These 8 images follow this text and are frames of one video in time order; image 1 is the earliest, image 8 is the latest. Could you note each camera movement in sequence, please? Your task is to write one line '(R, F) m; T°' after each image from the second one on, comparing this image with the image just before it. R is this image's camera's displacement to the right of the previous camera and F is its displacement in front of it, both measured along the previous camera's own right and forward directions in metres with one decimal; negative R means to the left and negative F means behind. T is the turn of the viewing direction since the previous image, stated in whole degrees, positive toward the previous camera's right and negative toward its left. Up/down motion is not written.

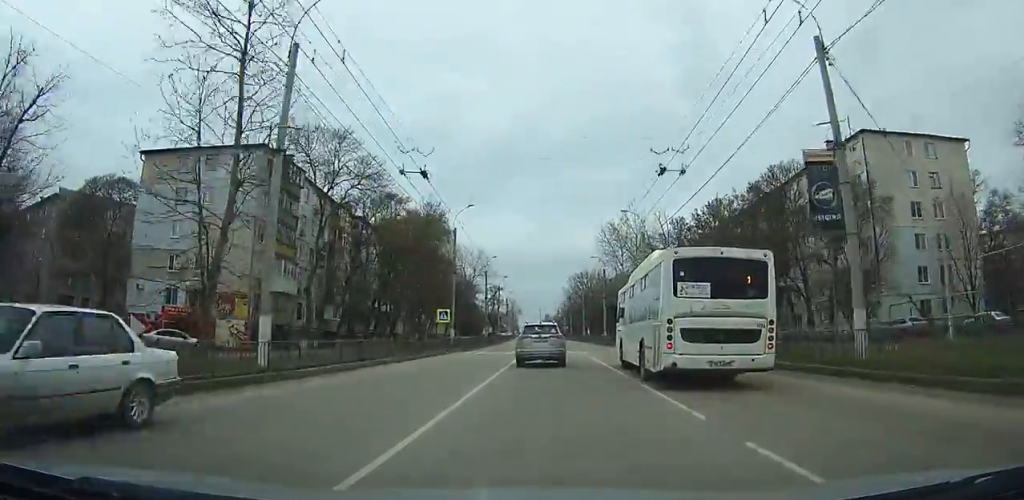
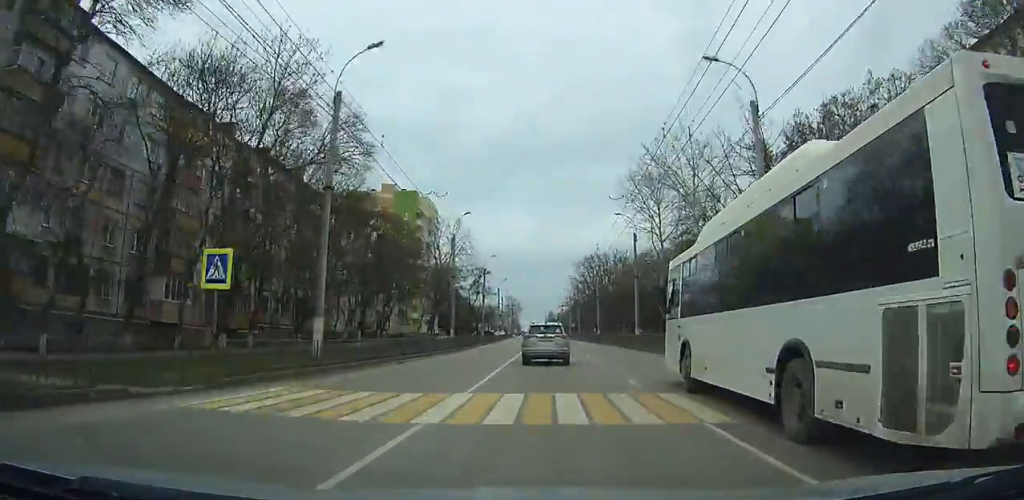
(-0.1, +30.7) m; 0°
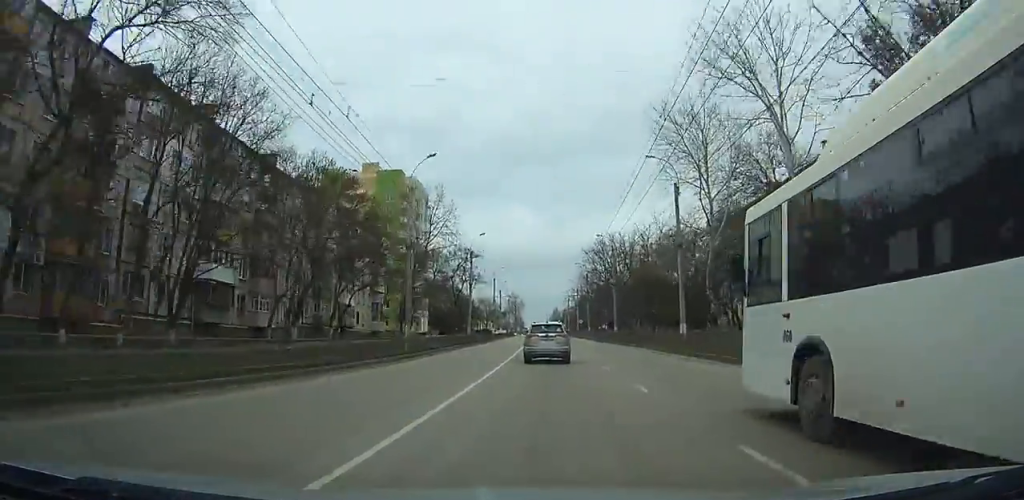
(-0.1, +18.1) m; 0°
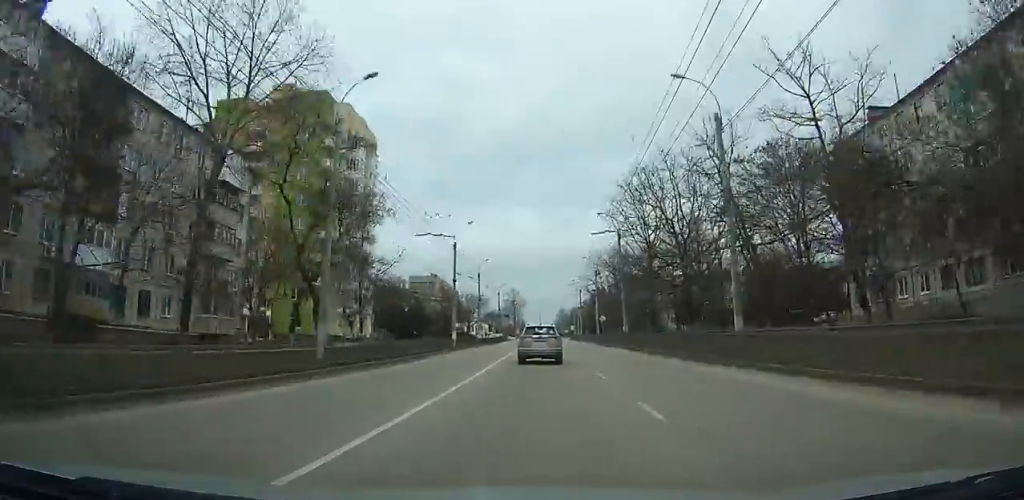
(-0.1, +44.2) m; 0°
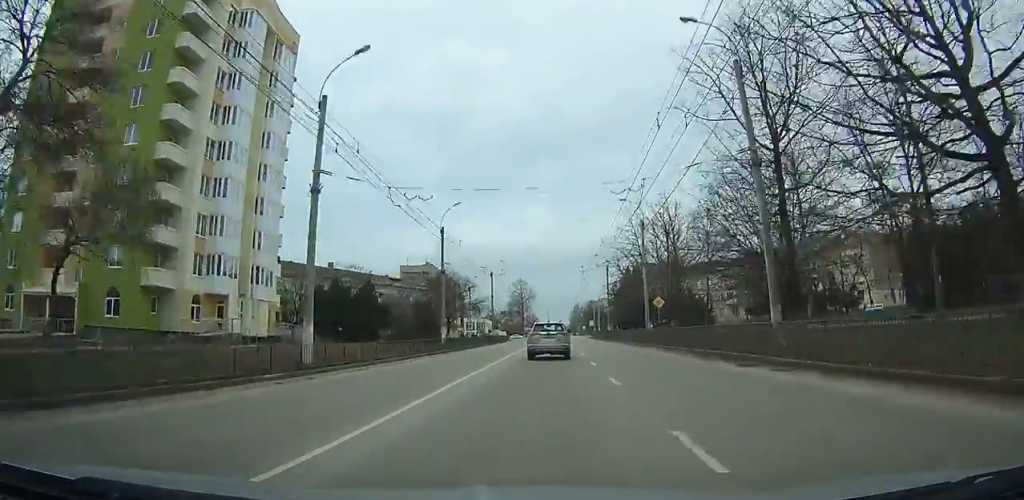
(0.0, +35.6) m; -1°
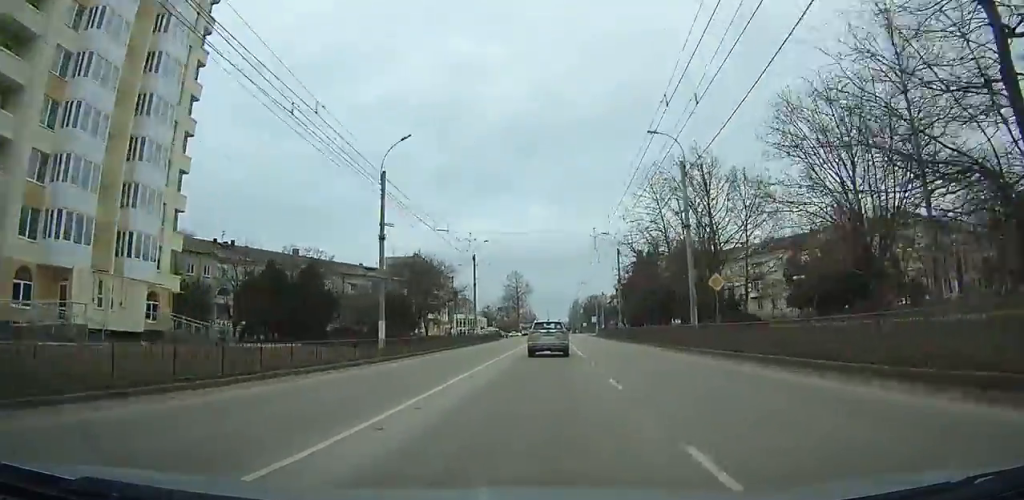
(-0.1, +17.1) m; 0°
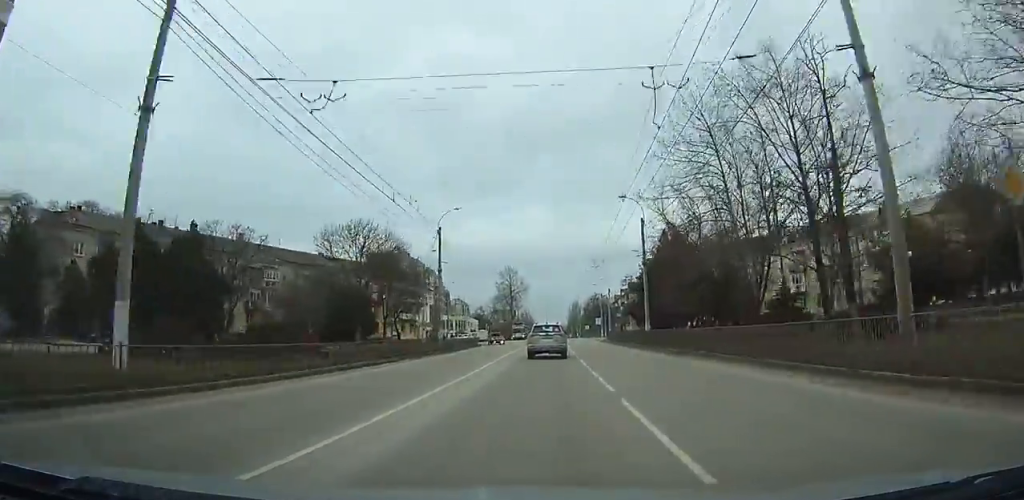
(-0.1, +20.3) m; -1°
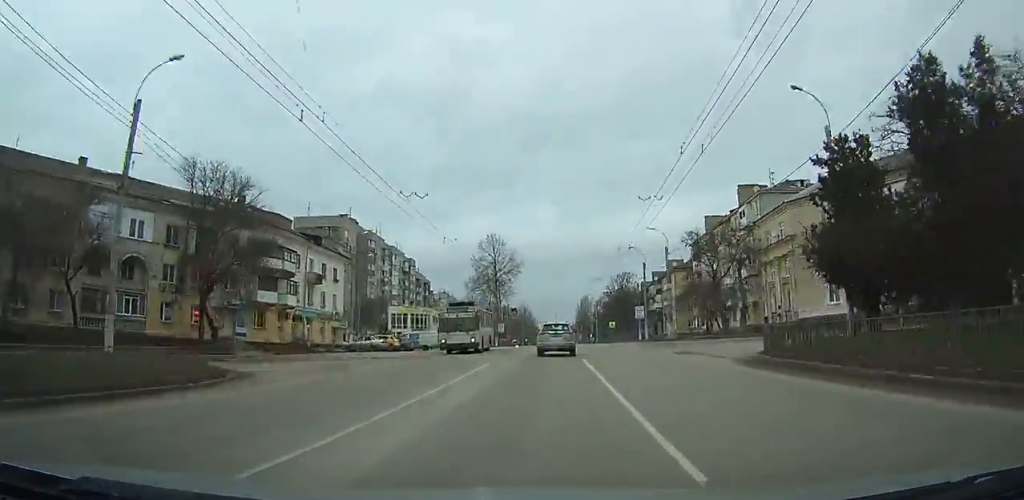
(+0.2, +55.6) m; +1°
